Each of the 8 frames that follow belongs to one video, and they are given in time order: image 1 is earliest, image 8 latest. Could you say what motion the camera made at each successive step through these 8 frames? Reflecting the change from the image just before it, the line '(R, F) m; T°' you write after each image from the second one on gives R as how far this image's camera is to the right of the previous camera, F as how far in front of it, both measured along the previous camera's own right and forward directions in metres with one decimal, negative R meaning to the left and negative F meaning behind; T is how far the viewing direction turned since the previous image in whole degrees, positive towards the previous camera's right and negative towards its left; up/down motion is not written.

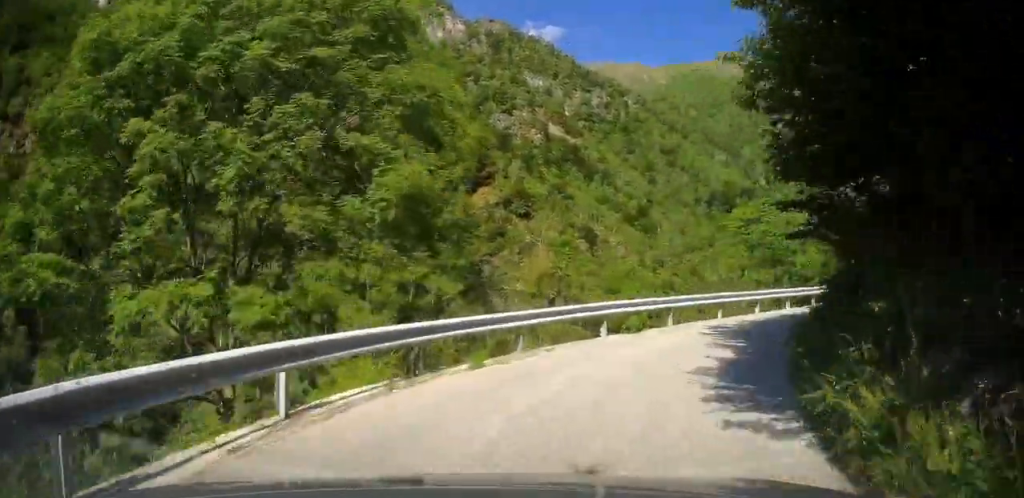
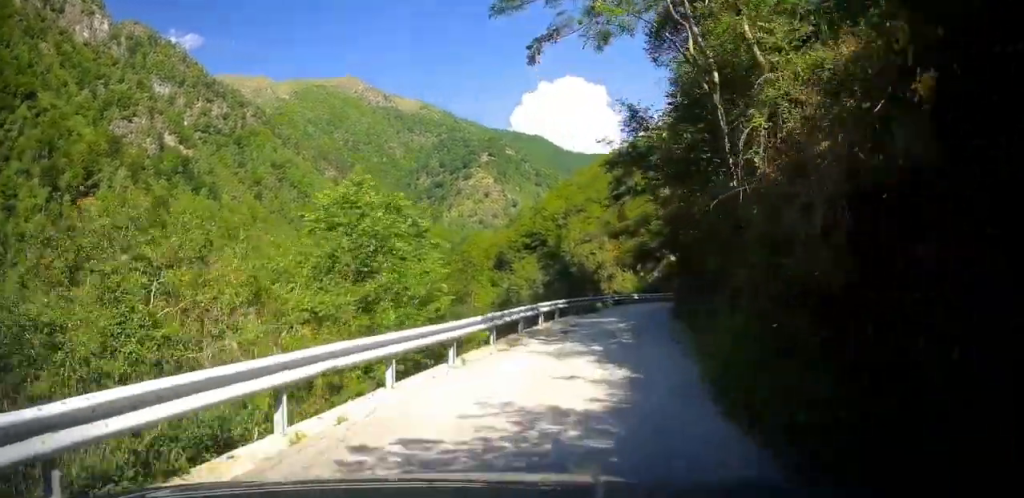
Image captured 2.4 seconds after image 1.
(-1.6, +14.3) m; -11°
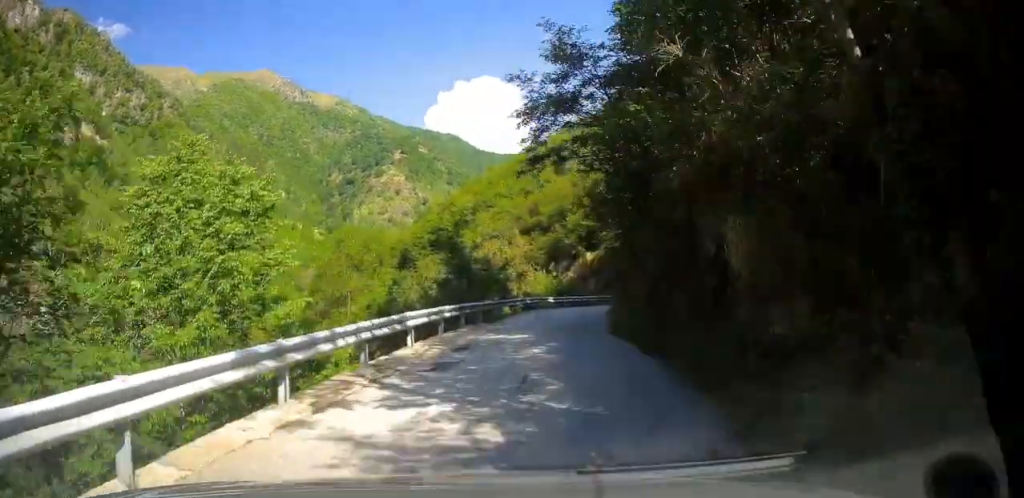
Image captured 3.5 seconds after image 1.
(-0.3, +6.2) m; +7°
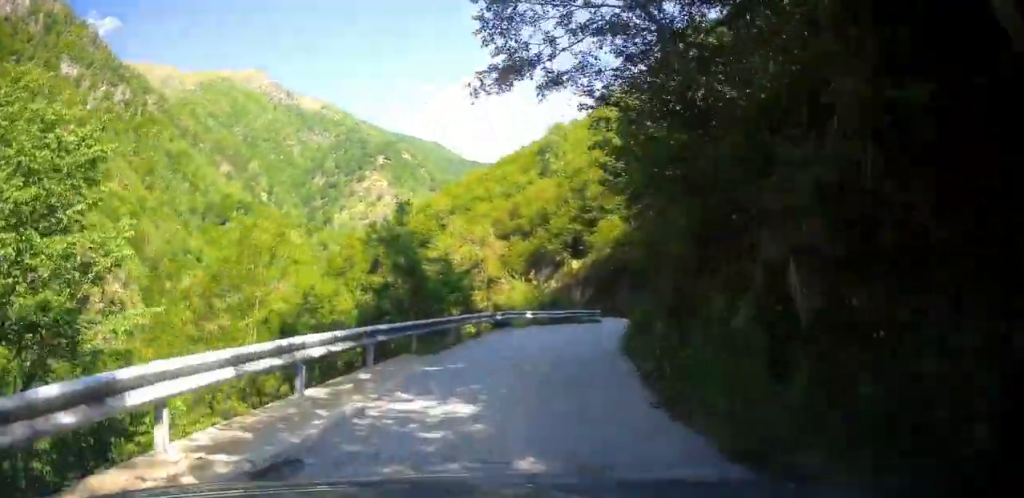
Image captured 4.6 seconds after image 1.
(-1.5, +6.4) m; +13°
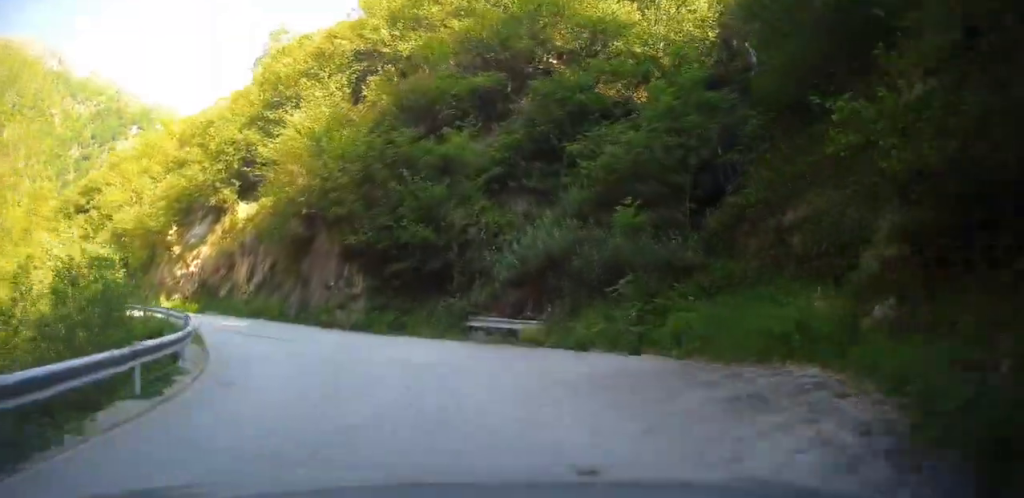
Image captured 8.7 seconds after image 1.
(+15.6, +20.8) m; +49°
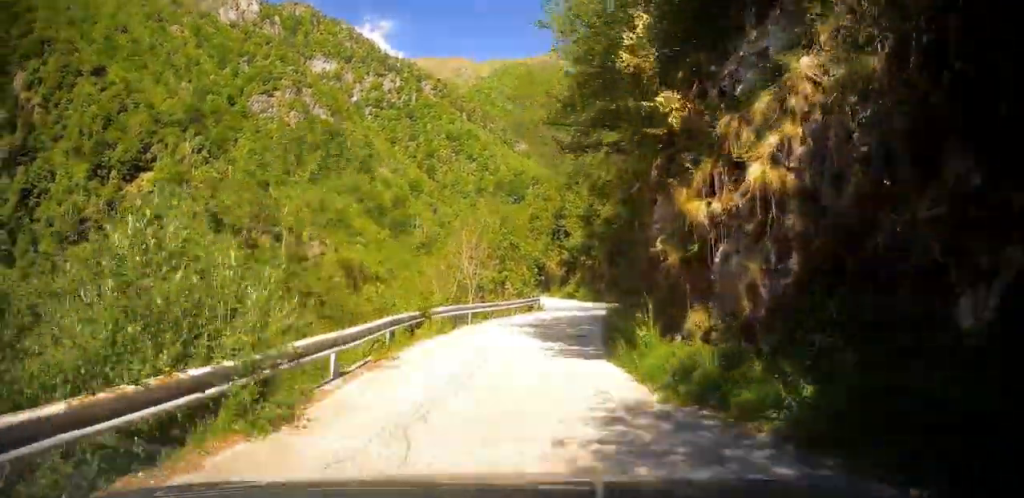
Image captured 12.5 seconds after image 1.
(-6.3, +30.0) m; -27°
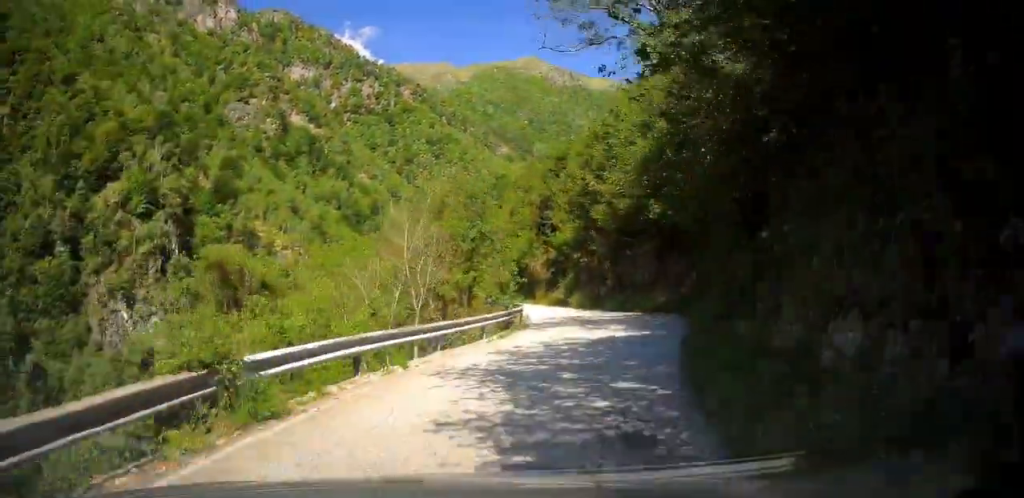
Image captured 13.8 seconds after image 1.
(-0.7, +11.0) m; -6°
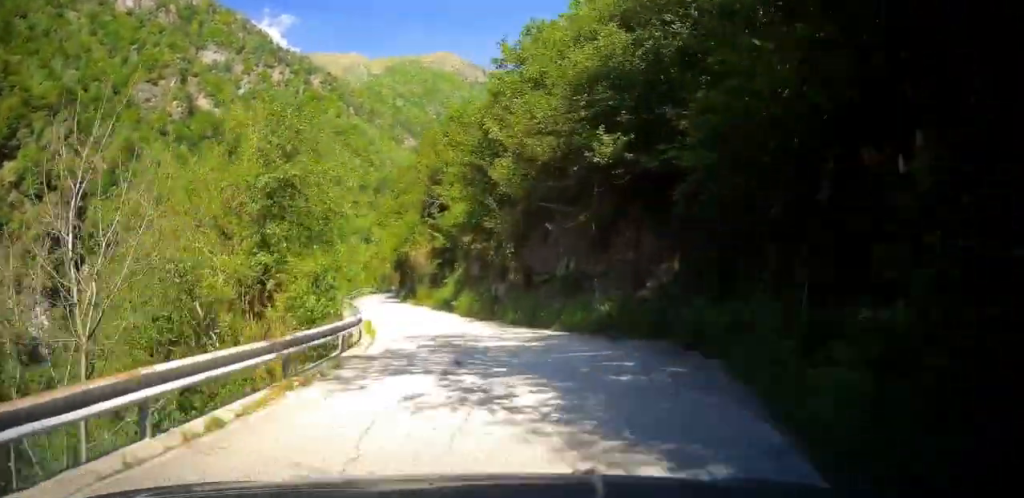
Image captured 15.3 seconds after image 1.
(-0.6, +12.8) m; -5°
